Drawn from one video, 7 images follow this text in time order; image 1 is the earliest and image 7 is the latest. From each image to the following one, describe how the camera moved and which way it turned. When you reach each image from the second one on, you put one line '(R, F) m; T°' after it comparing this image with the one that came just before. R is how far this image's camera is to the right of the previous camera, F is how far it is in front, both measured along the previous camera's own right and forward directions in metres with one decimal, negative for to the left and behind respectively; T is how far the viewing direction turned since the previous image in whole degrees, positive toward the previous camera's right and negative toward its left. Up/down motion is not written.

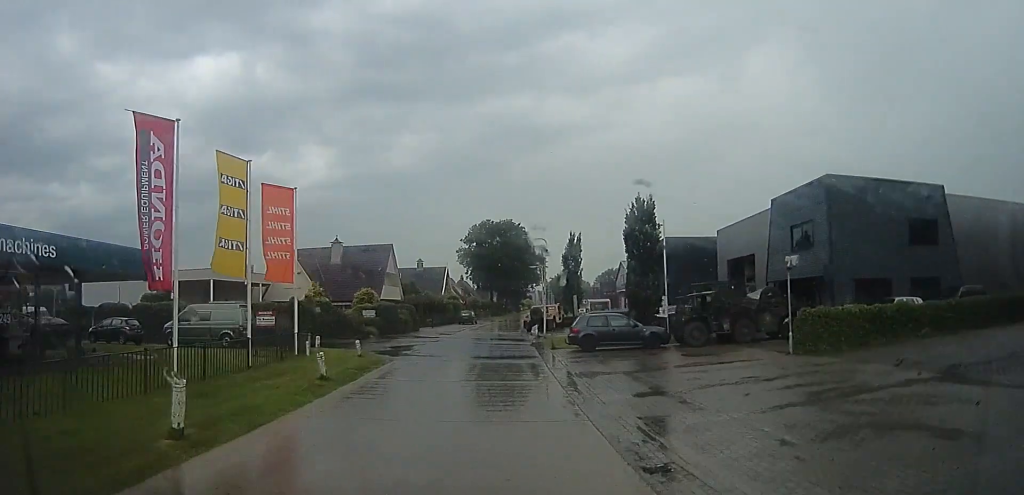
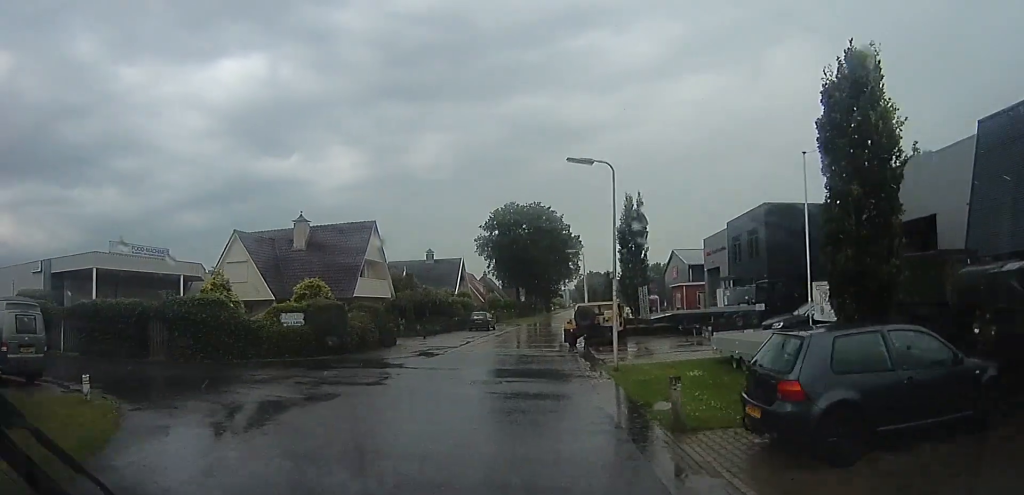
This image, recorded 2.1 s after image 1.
(-1.1, +15.7) m; -11°
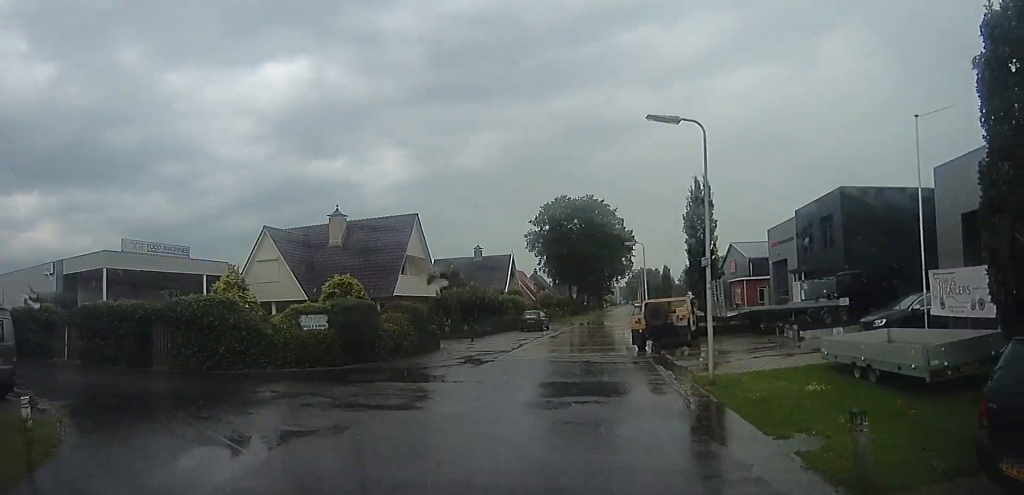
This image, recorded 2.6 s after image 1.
(-0.1, +3.5) m; -6°
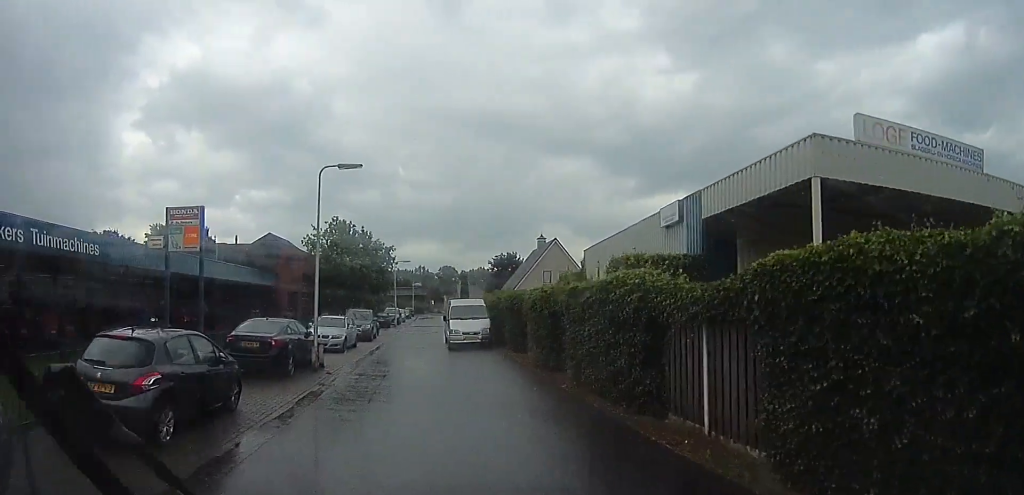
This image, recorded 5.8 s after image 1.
(-8.1, +13.5) m; -66°
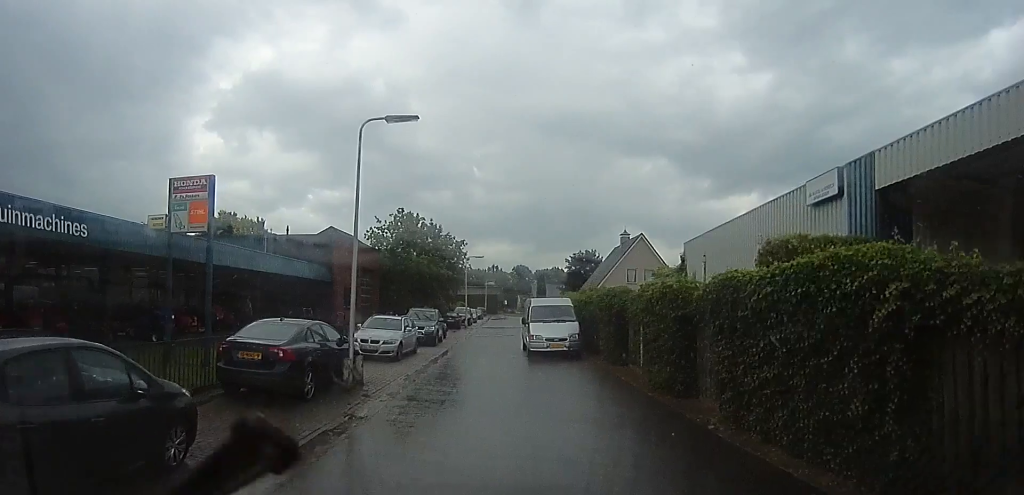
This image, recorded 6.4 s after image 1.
(-0.4, +3.3) m; -7°
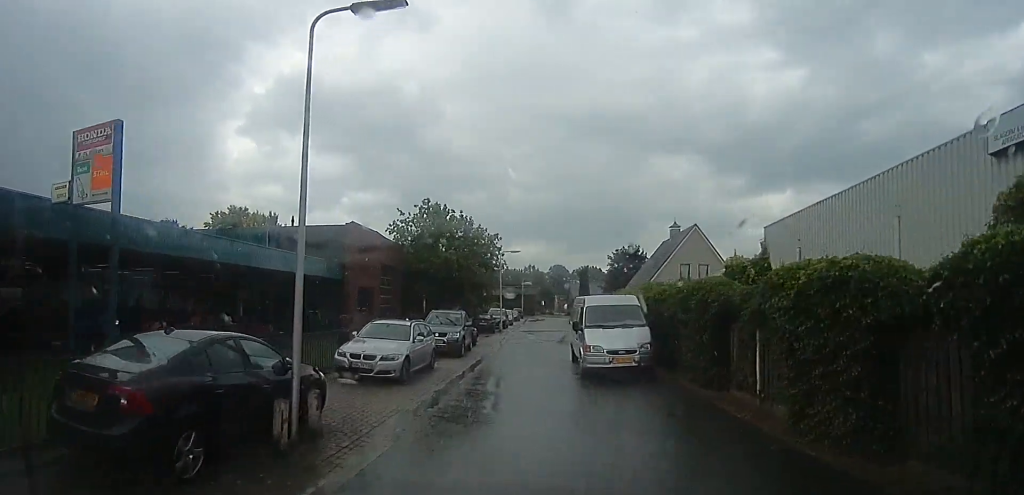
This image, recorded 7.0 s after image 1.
(0.0, +4.4) m; -2°
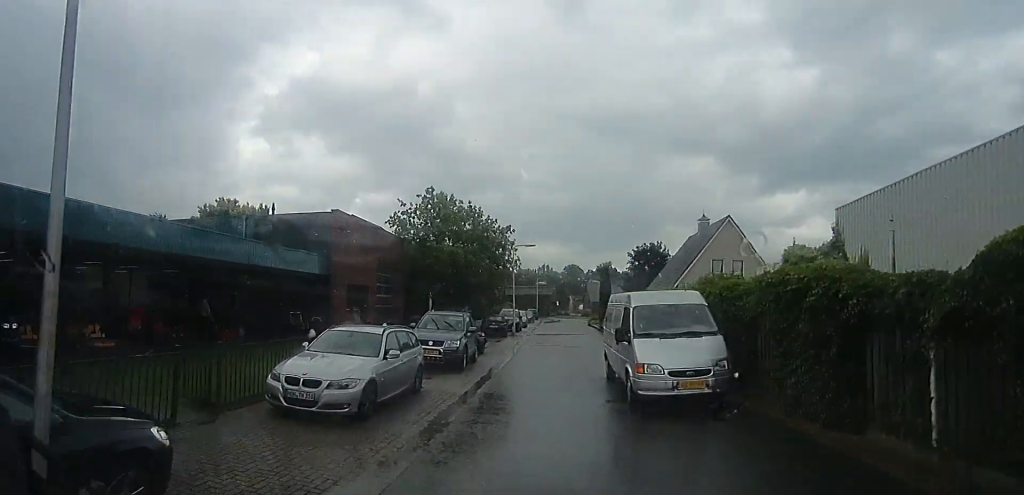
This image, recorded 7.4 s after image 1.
(+0.1, +3.6) m; -2°
